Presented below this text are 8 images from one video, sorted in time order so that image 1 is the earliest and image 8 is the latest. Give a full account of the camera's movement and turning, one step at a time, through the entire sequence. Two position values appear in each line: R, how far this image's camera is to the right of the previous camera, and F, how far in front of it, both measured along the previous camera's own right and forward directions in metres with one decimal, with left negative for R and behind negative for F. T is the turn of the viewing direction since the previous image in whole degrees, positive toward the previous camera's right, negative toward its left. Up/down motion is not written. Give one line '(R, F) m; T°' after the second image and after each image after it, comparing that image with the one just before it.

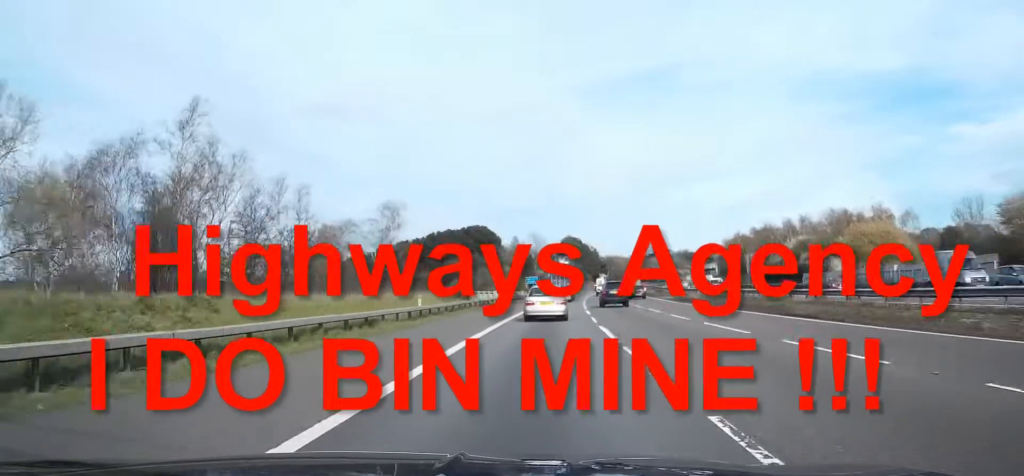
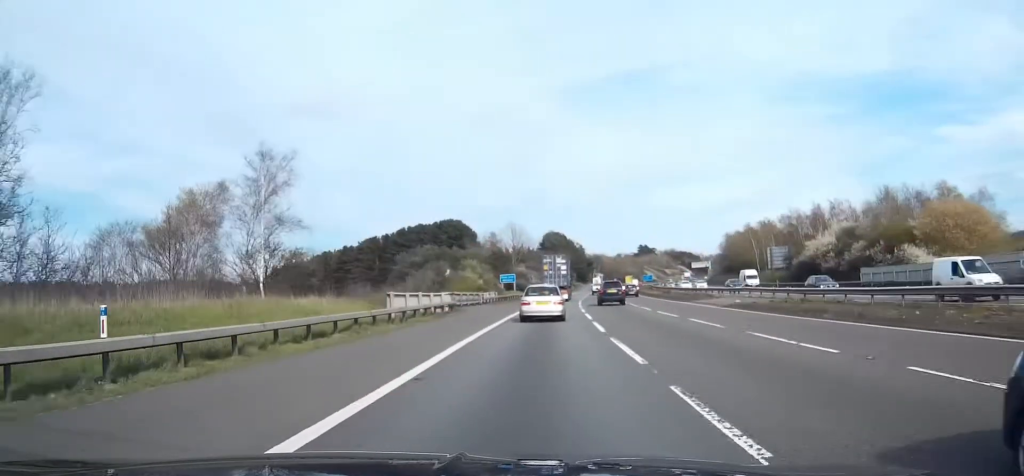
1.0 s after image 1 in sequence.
(+0.2, +24.2) m; +1°
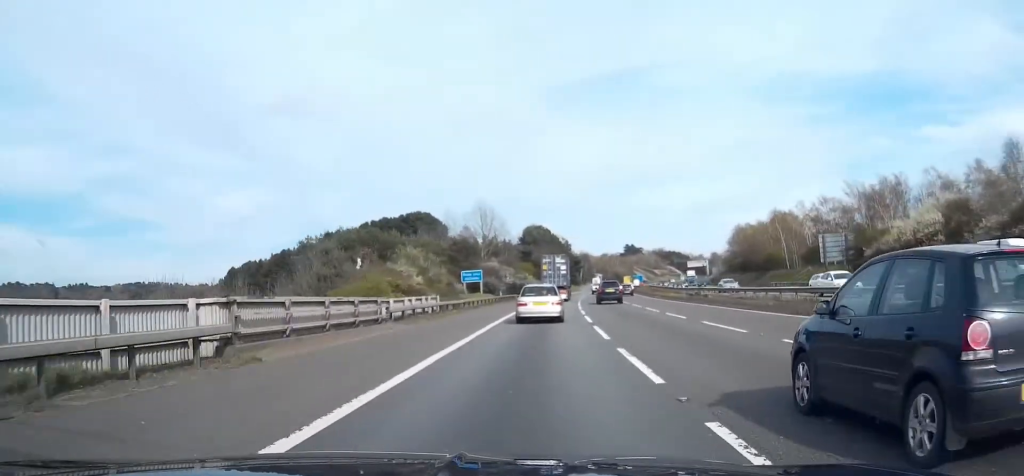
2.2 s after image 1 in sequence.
(+0.3, +30.3) m; +2°
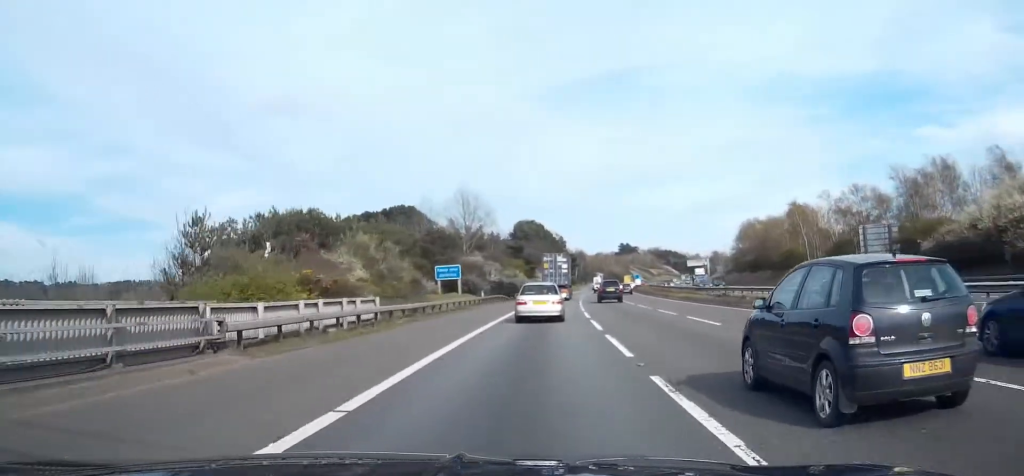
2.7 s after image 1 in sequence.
(+0.2, +14.1) m; +1°
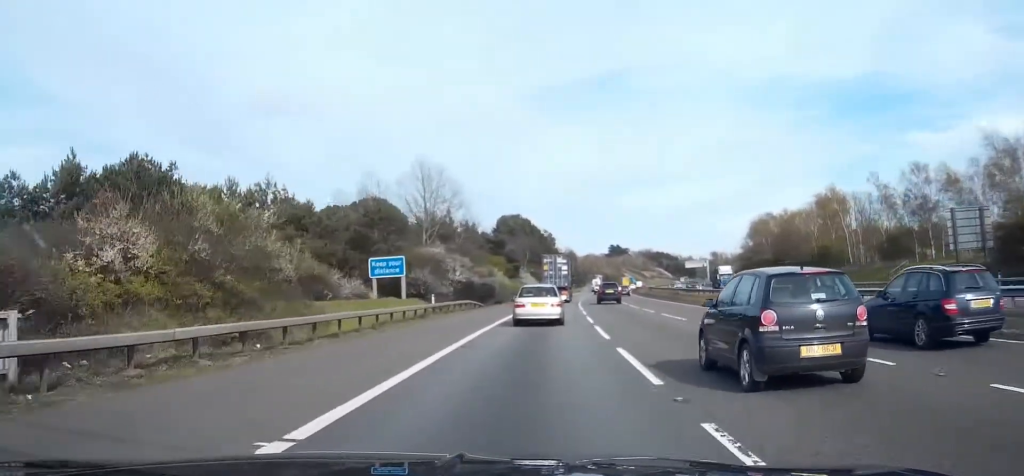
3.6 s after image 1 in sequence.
(+0.3, +21.2) m; +1°
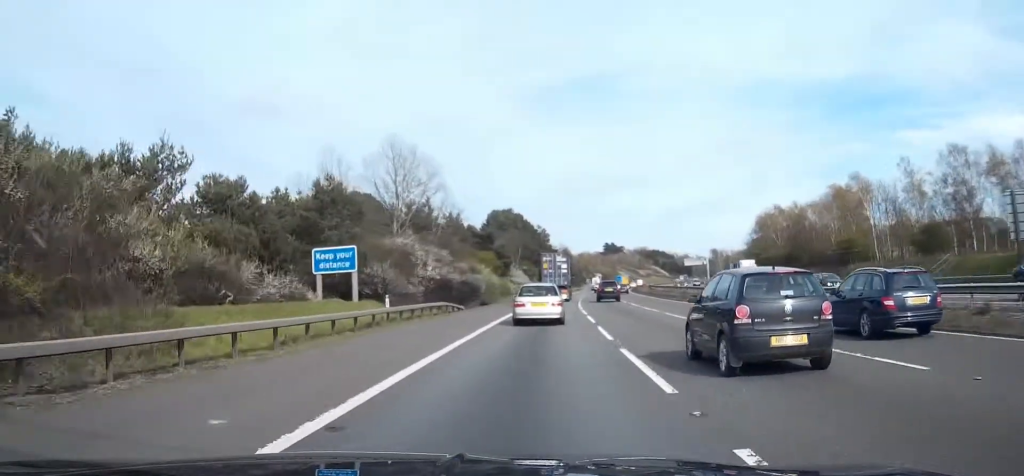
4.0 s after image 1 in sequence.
(0.0, +10.1) m; 0°
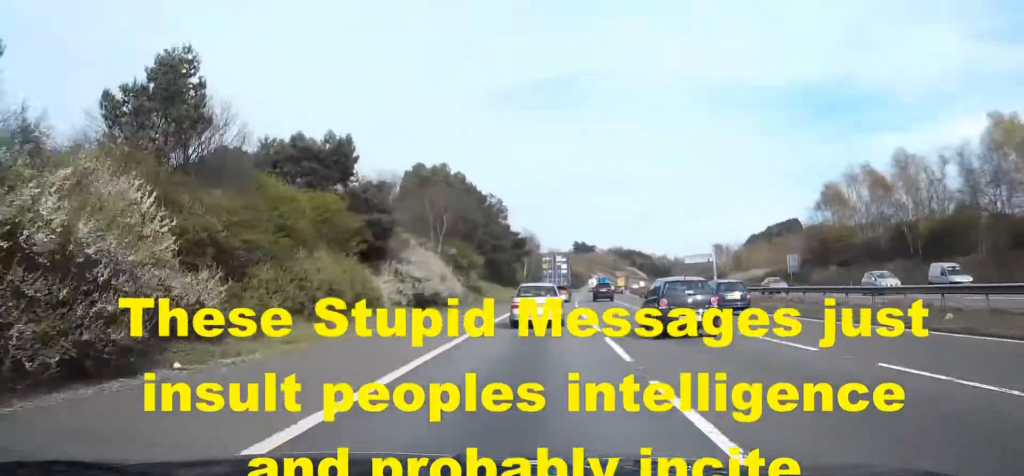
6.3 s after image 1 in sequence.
(+0.8, +58.4) m; +2°
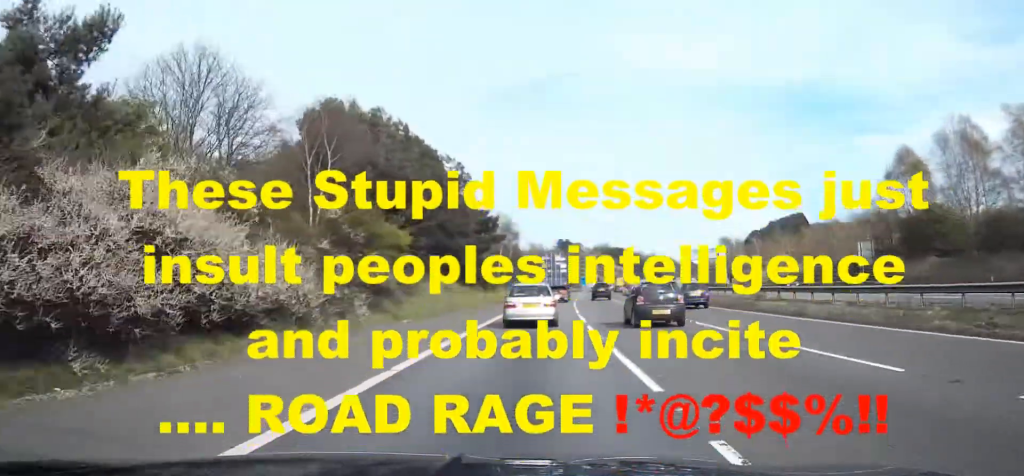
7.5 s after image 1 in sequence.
(+0.5, +30.9) m; +2°
